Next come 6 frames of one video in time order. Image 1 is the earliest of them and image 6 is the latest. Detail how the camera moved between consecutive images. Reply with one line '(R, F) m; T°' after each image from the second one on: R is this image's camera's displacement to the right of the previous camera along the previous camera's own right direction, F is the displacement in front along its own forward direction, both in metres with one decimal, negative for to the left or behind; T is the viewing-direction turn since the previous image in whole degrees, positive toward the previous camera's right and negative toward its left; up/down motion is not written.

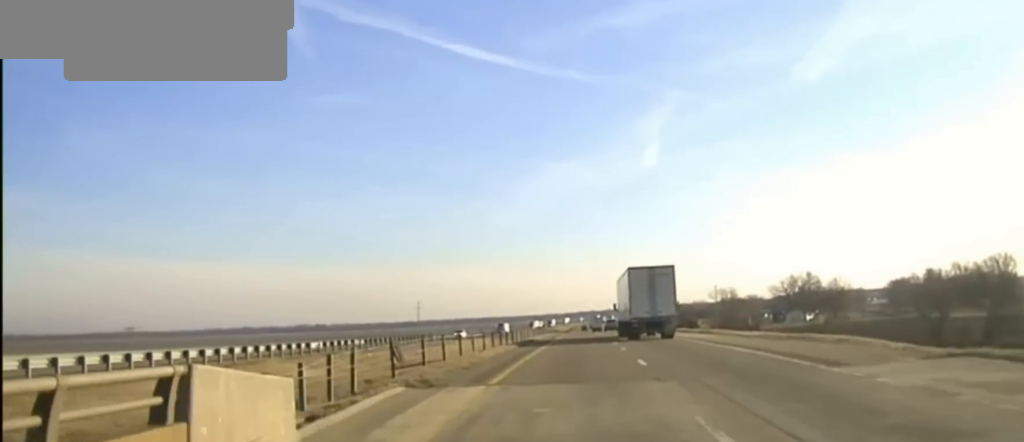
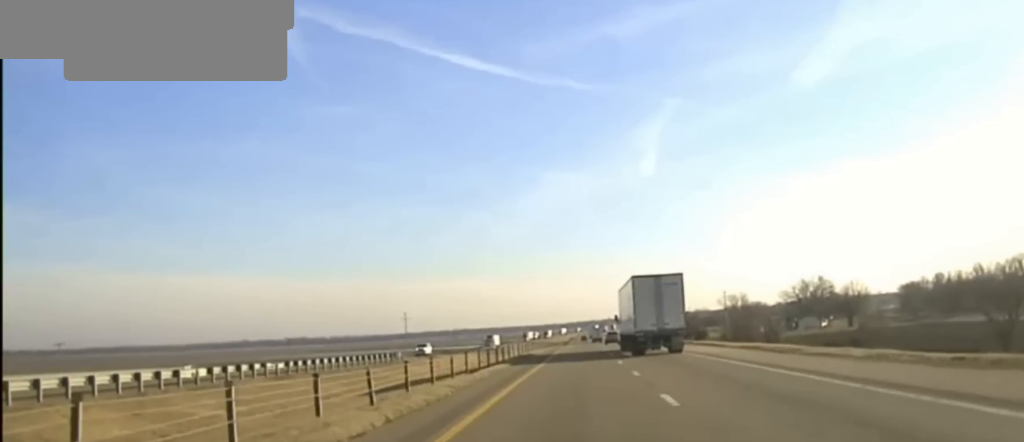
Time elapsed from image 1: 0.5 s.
(-0.1, +20.6) m; 0°
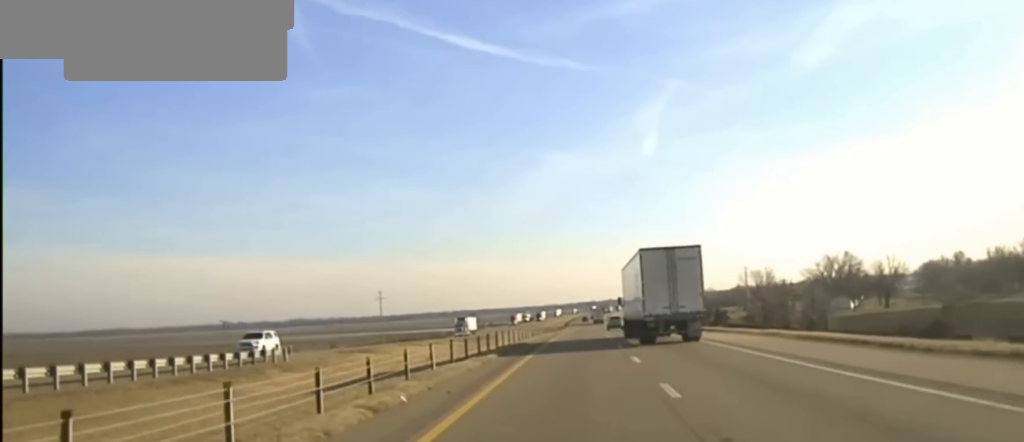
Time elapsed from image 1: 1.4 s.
(-0.1, +35.8) m; 0°
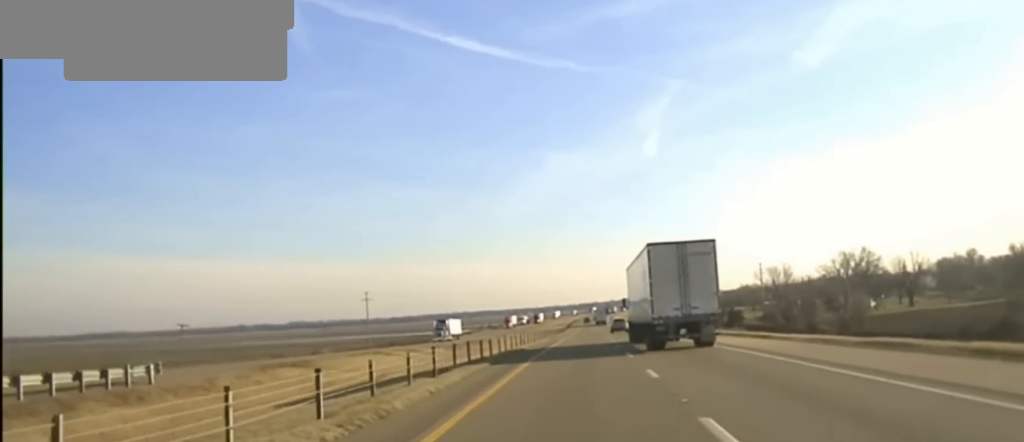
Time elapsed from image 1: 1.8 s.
(0.0, +17.8) m; 0°
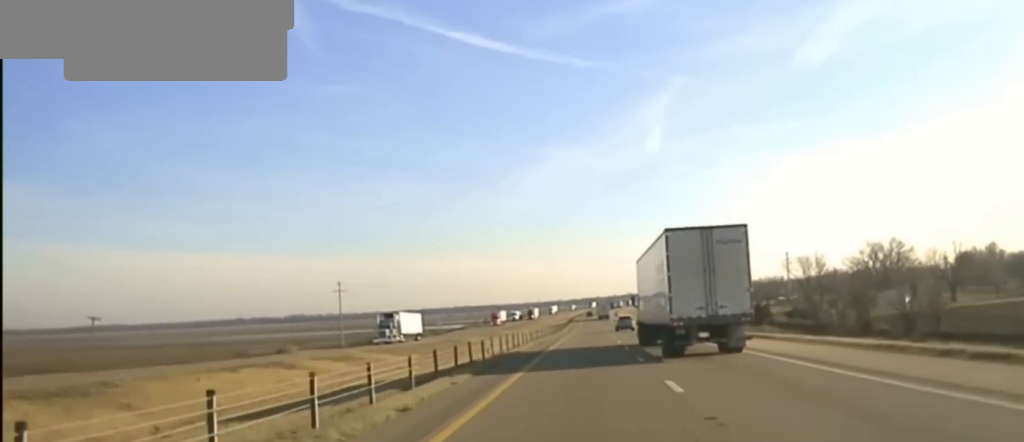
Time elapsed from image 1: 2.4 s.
(0.0, +26.5) m; 0°
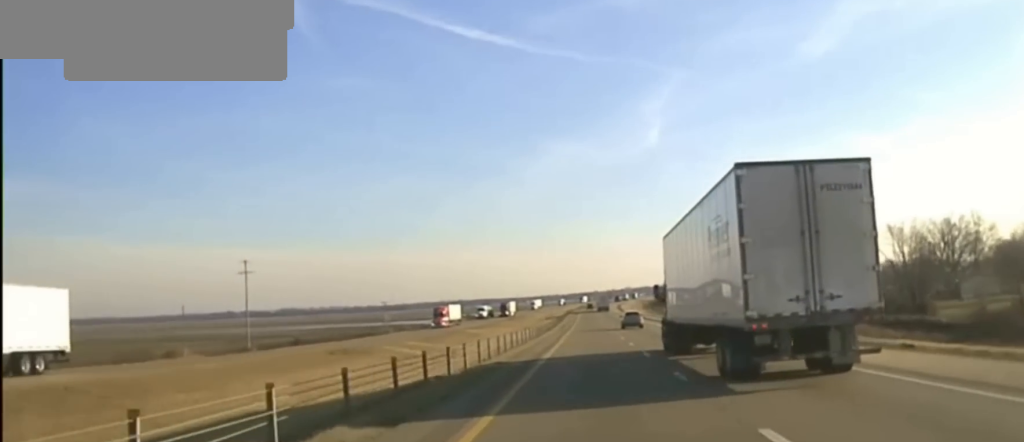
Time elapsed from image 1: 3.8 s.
(+0.5, +55.5) m; +1°
